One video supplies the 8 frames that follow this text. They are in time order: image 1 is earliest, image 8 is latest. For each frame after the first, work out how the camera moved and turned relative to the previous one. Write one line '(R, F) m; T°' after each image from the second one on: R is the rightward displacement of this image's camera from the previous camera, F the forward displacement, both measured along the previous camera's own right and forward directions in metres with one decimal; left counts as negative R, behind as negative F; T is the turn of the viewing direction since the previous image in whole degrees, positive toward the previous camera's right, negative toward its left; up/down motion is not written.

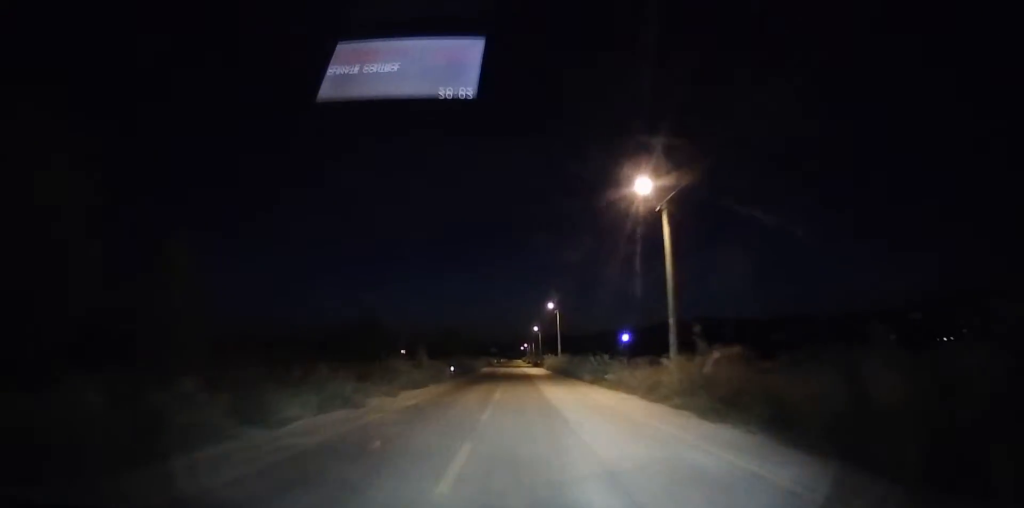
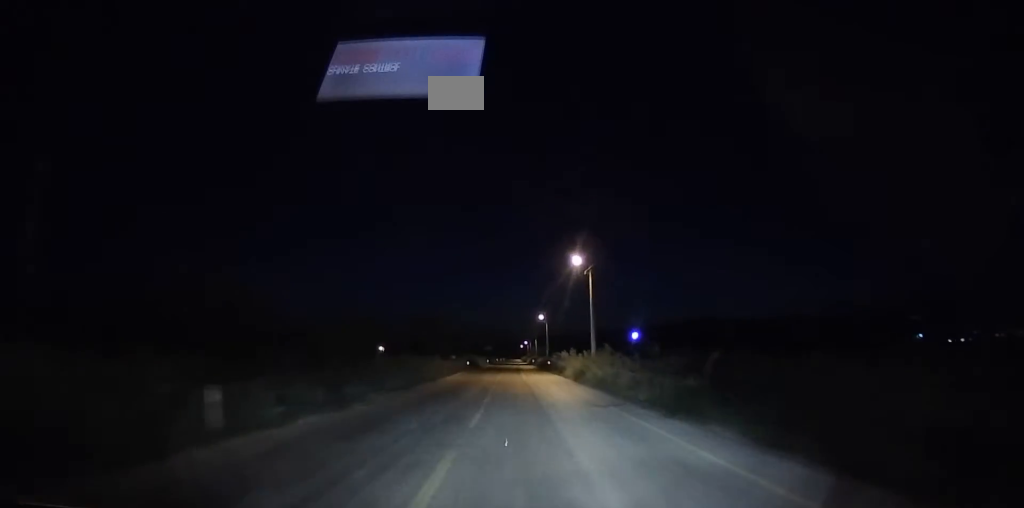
(-0.5, +30.1) m; -5°
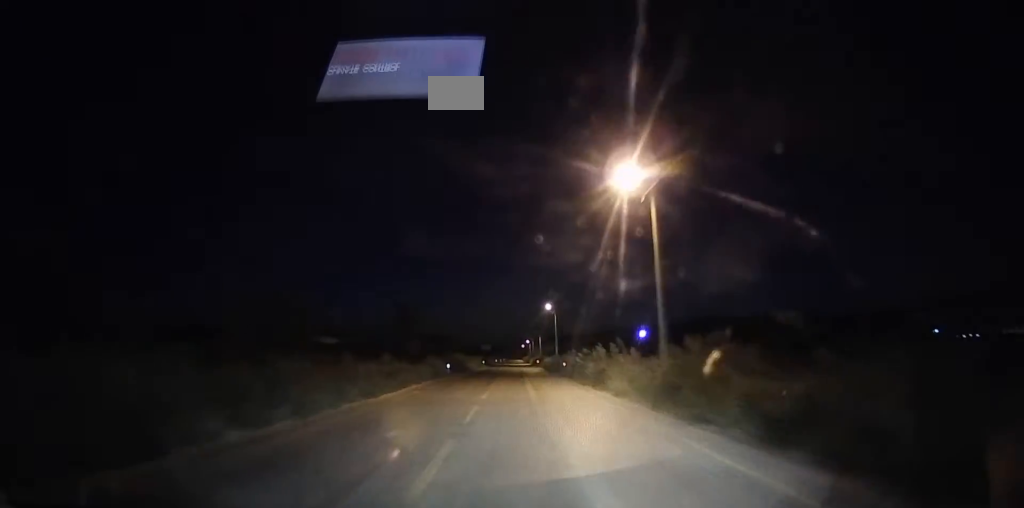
(0.0, +16.6) m; 0°
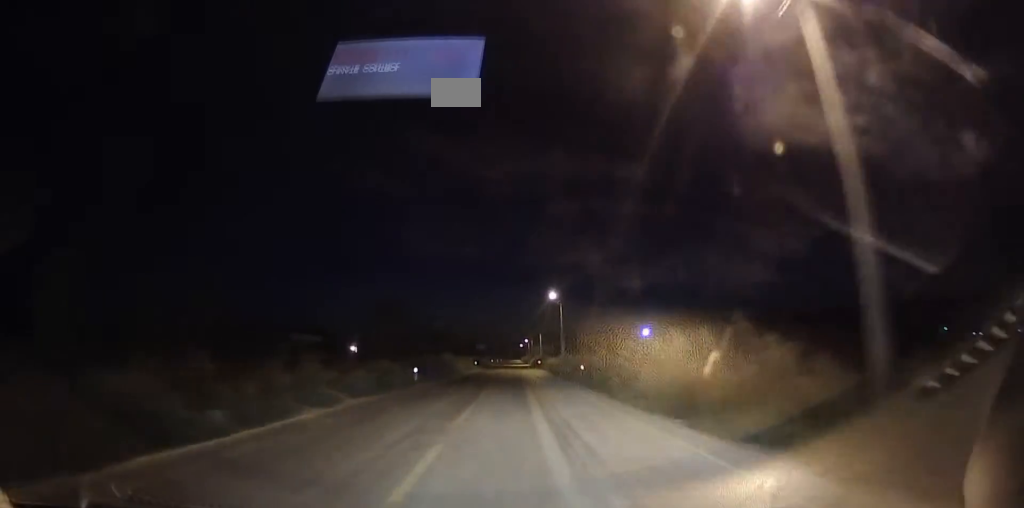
(0.0, +11.8) m; 0°
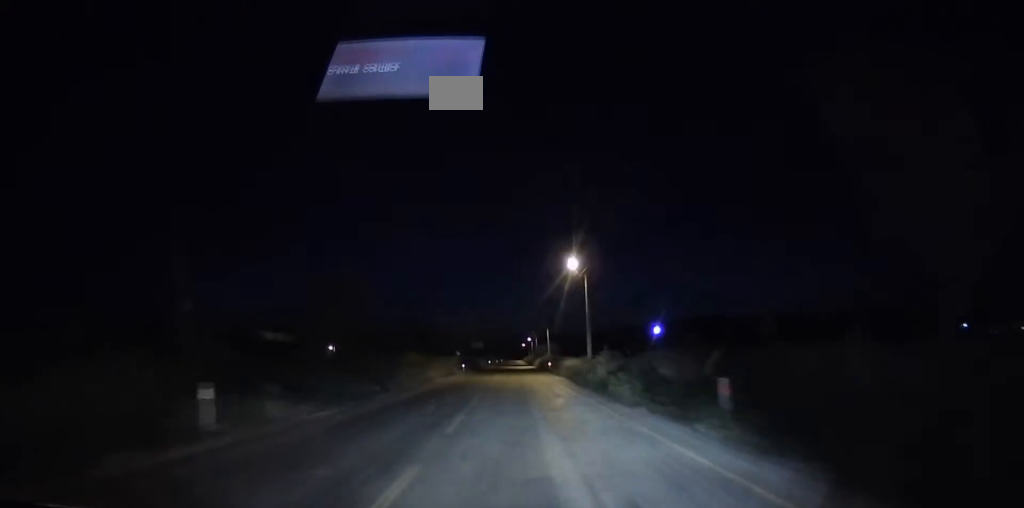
(0.0, +18.7) m; 0°
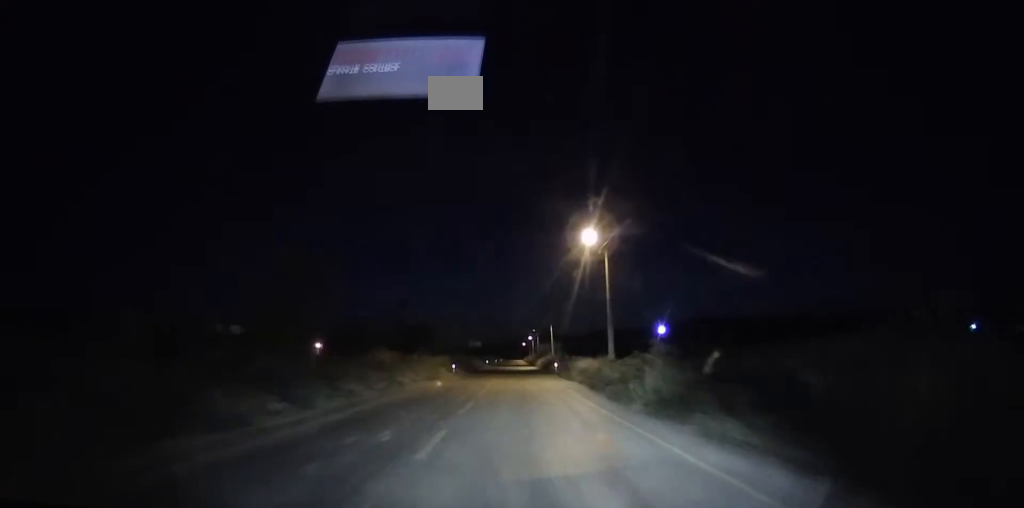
(0.0, +8.1) m; 0°
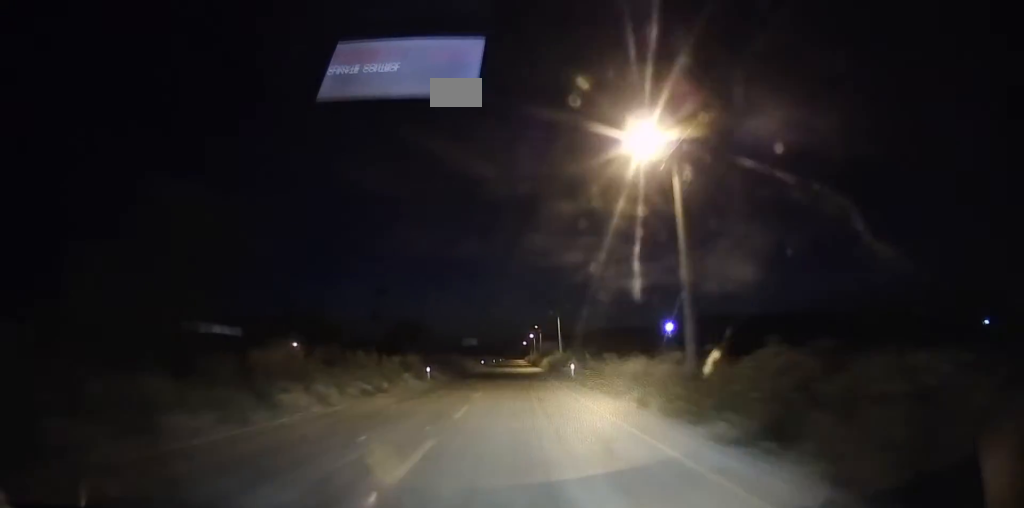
(0.0, +12.6) m; 0°
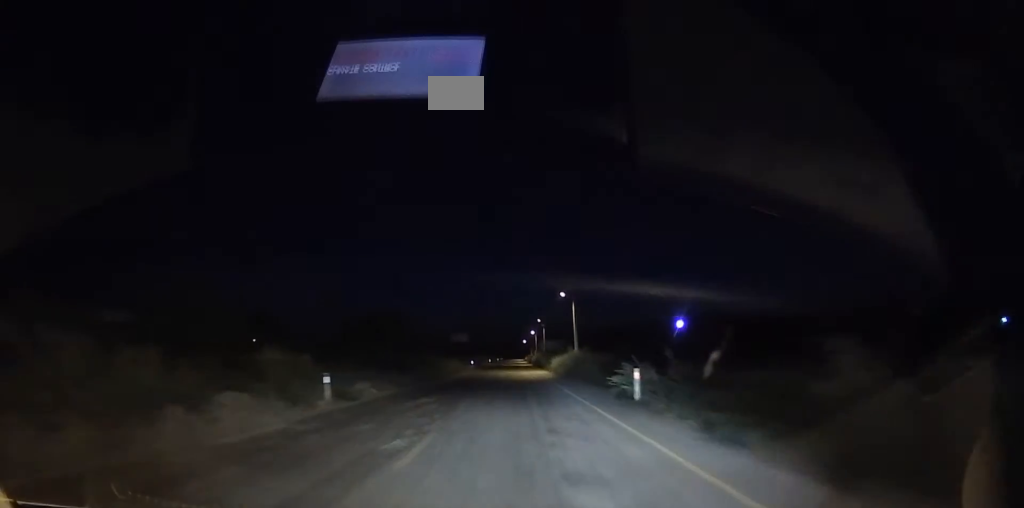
(0.0, +16.5) m; 0°
